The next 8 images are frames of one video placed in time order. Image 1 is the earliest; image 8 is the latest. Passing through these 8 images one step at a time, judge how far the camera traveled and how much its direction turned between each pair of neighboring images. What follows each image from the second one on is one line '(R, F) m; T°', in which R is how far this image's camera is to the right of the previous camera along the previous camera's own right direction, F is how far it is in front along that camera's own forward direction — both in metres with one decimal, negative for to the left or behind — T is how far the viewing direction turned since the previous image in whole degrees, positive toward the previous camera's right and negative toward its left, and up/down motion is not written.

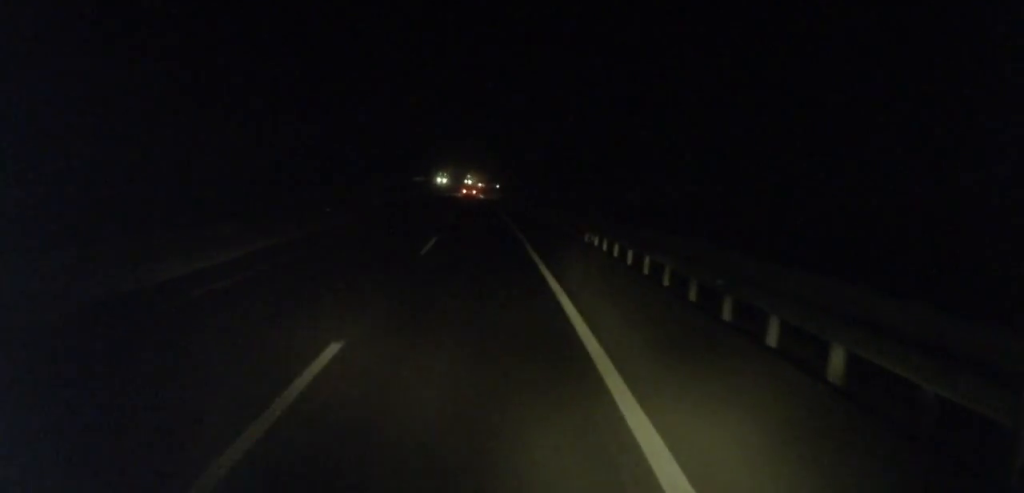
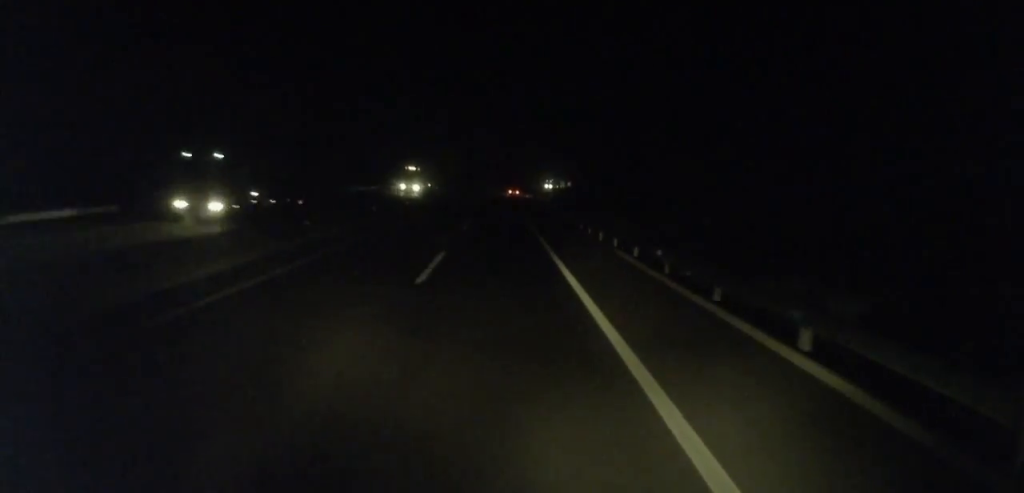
(-4.5, +86.7) m; -4°
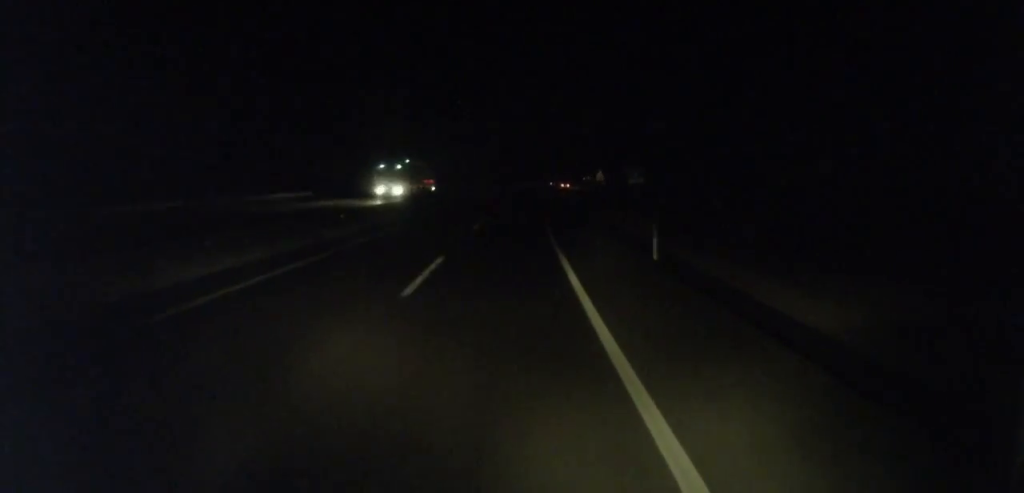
(-0.9, +105.1) m; +2°
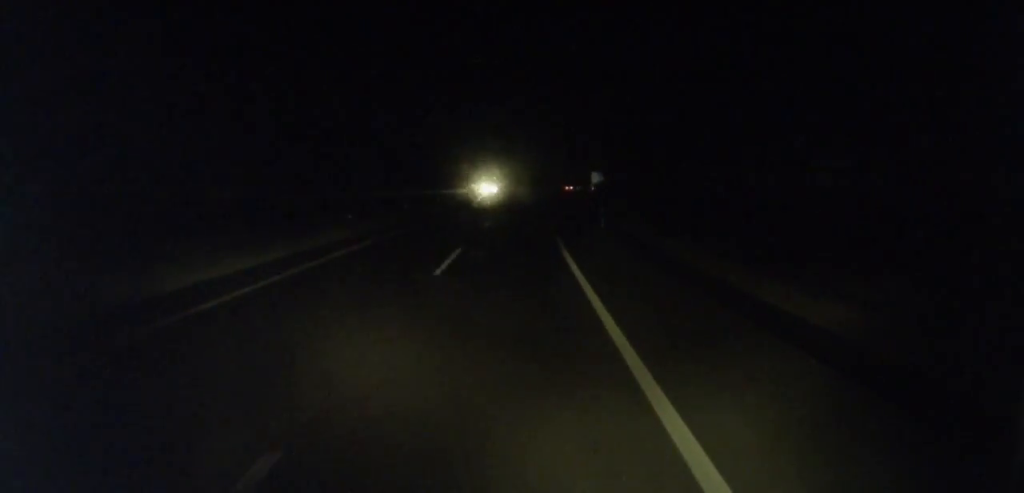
(+4.0, +83.1) m; +7°
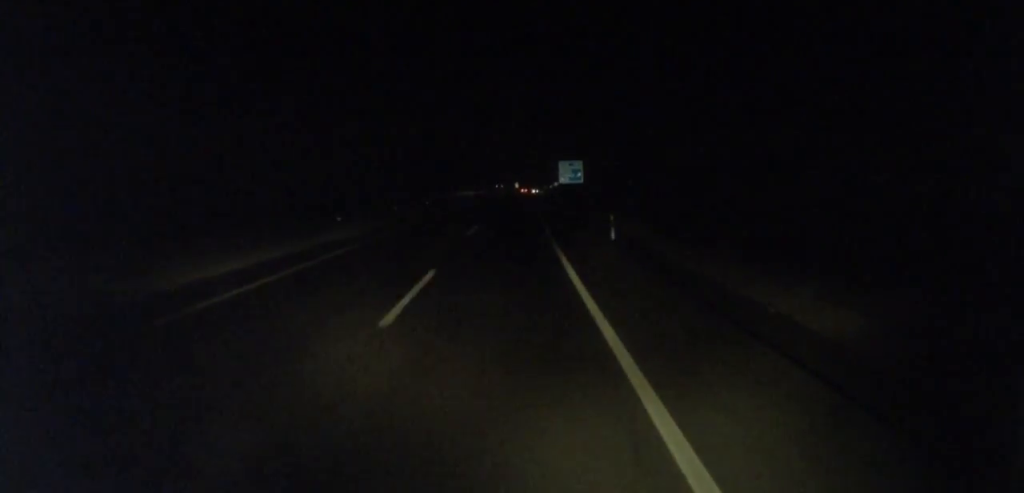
(+9.7, +108.1) m; +7°
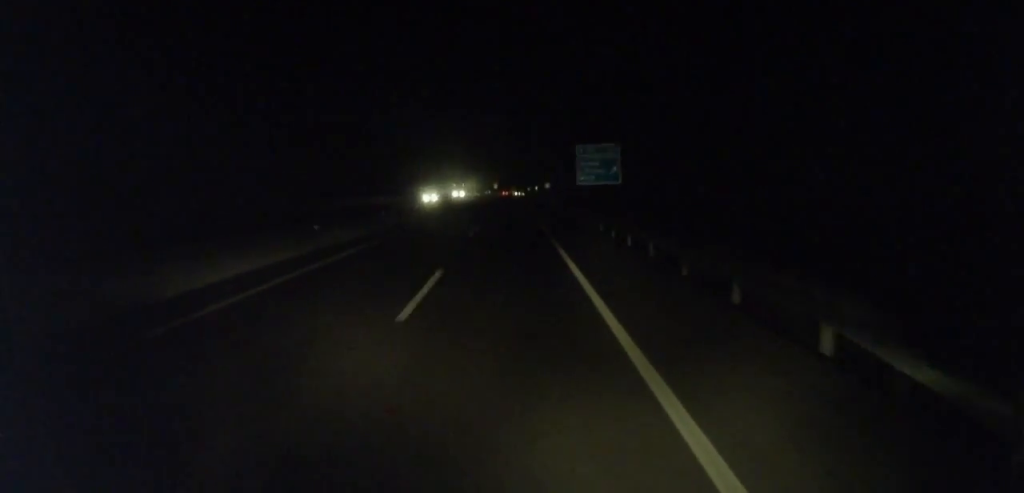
(+1.2, +51.7) m; +1°
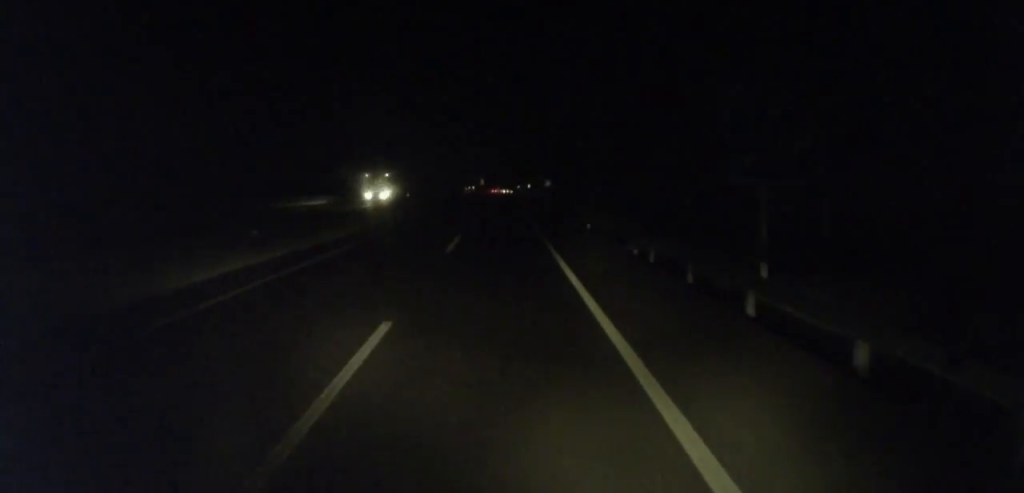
(-0.2, +41.4) m; 0°
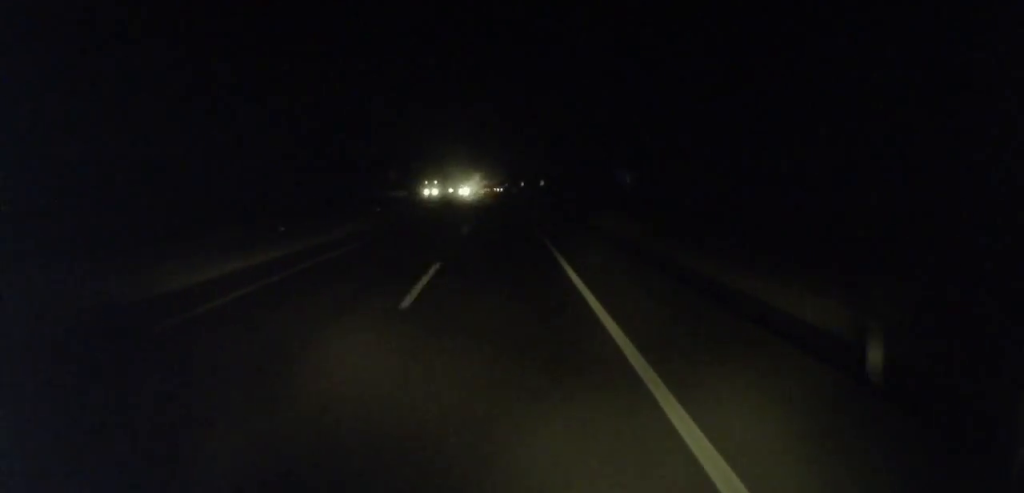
(+0.9, +78.5) m; +1°
